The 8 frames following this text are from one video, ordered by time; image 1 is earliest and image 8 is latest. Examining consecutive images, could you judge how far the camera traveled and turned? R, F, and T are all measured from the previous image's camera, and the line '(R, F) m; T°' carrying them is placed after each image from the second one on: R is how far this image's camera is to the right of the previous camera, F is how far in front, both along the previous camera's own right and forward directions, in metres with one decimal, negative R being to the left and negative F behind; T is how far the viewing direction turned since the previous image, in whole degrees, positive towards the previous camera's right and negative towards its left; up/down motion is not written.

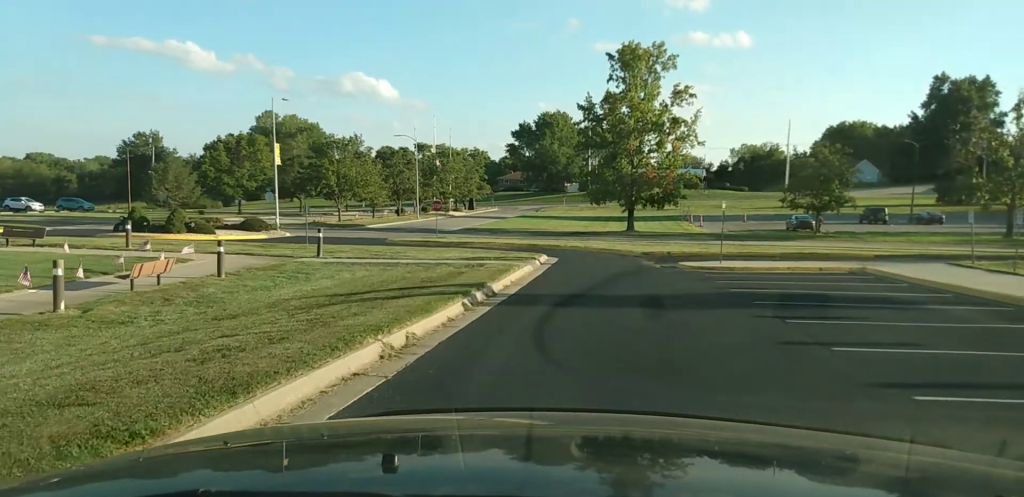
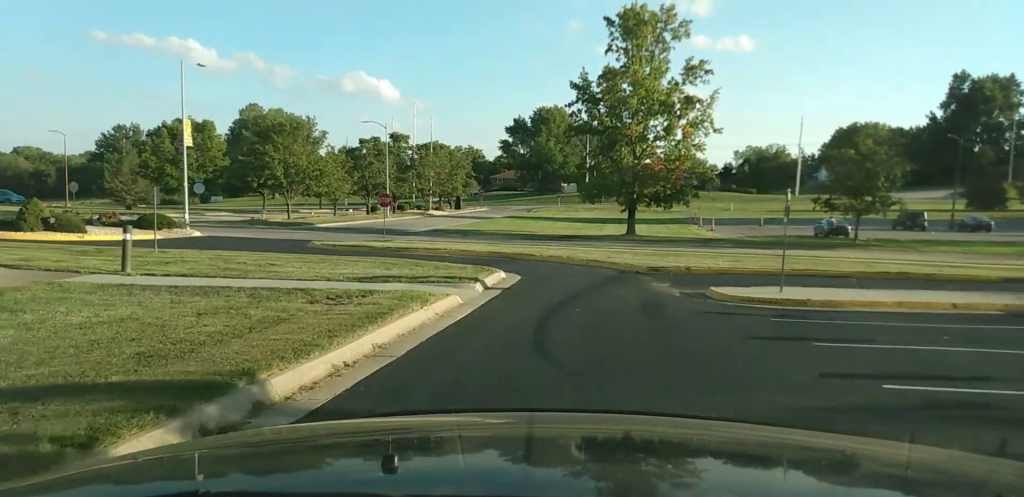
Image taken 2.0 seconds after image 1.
(-0.2, +11.4) m; +7°
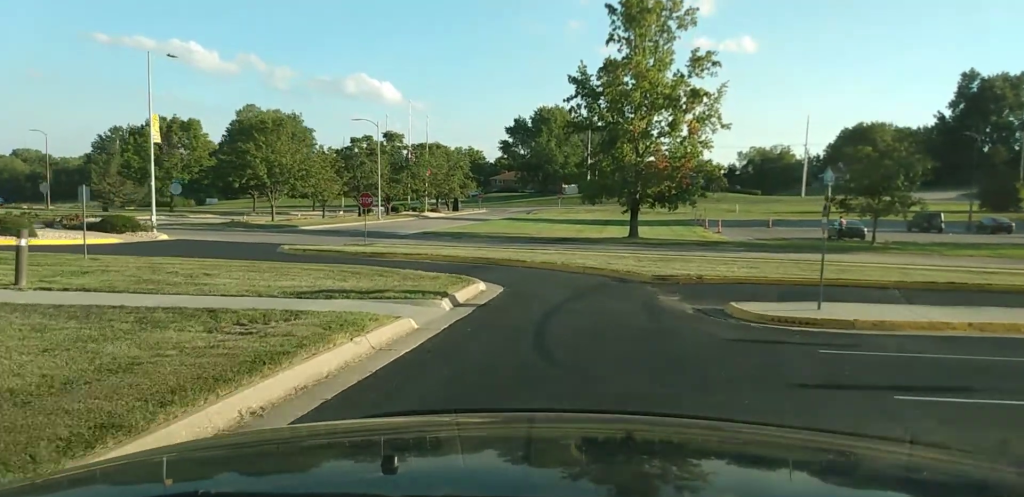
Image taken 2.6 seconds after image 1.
(0.0, +3.4) m; +1°
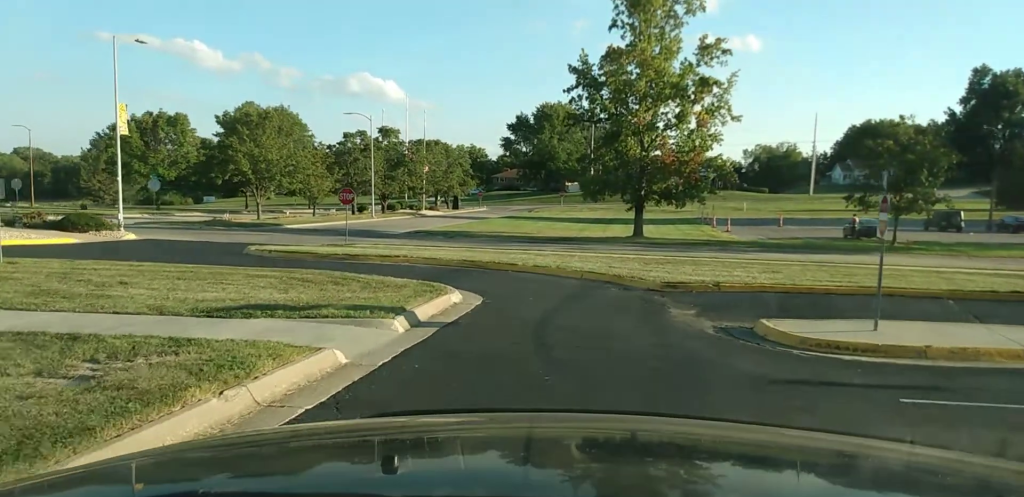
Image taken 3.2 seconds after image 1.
(0.0, +3.6) m; +1°
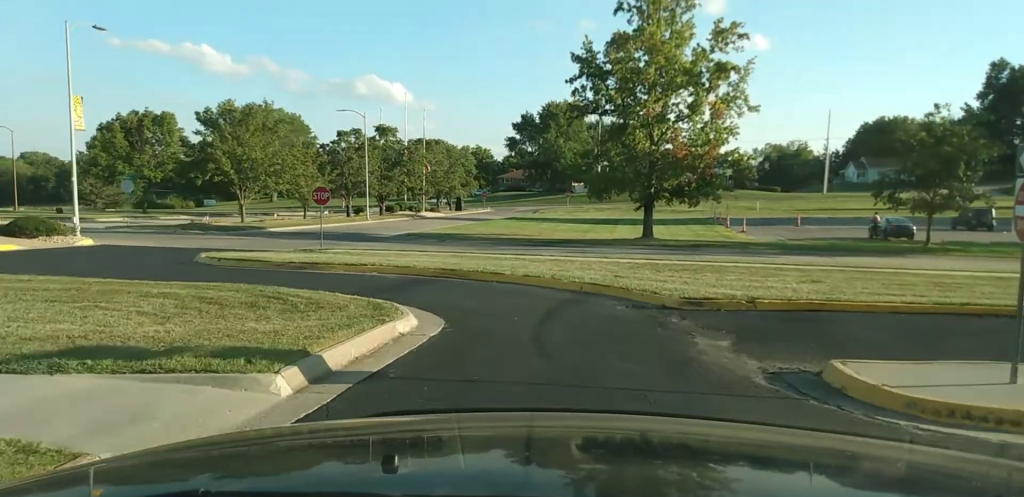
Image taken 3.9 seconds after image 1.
(+0.1, +3.9) m; -1°
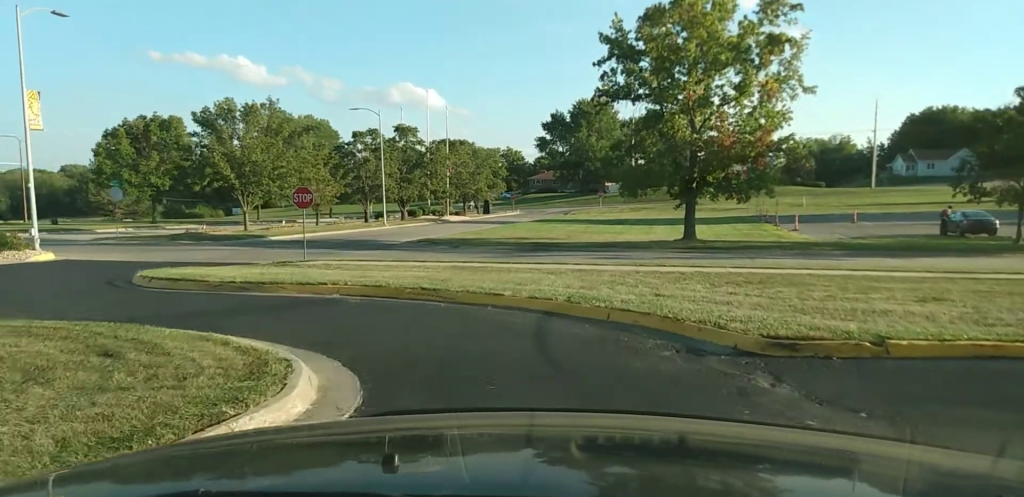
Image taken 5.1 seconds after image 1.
(-0.2, +5.8) m; -2°
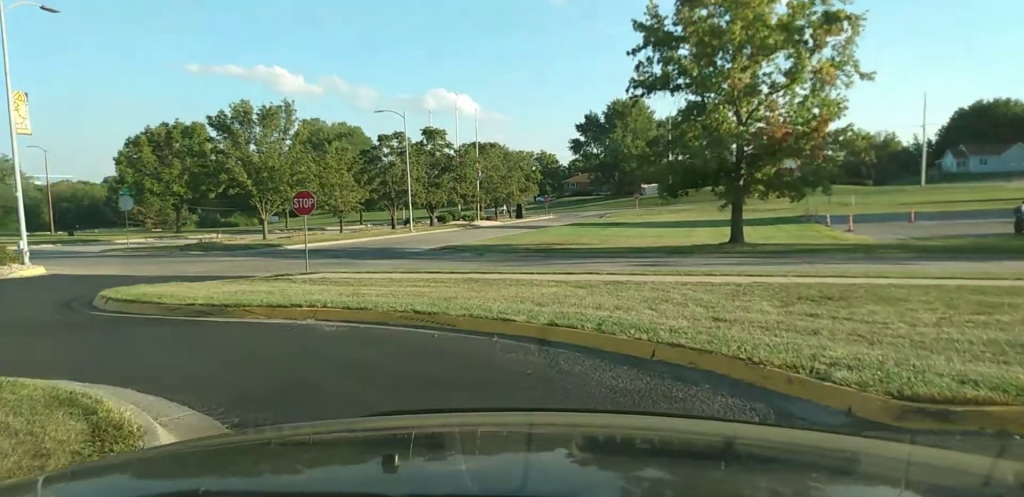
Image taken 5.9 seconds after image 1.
(+0.1, +3.5) m; -5°
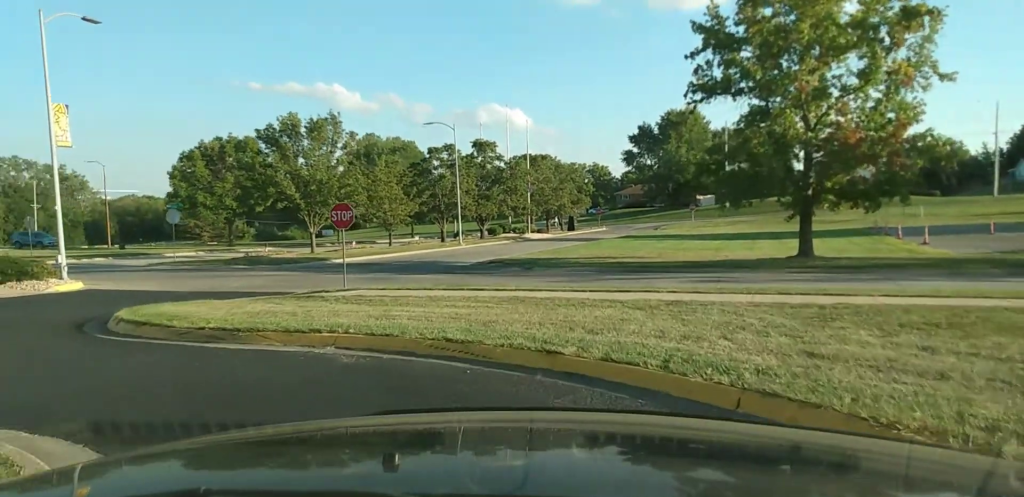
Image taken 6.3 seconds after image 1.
(0.0, +1.8) m; -4°
